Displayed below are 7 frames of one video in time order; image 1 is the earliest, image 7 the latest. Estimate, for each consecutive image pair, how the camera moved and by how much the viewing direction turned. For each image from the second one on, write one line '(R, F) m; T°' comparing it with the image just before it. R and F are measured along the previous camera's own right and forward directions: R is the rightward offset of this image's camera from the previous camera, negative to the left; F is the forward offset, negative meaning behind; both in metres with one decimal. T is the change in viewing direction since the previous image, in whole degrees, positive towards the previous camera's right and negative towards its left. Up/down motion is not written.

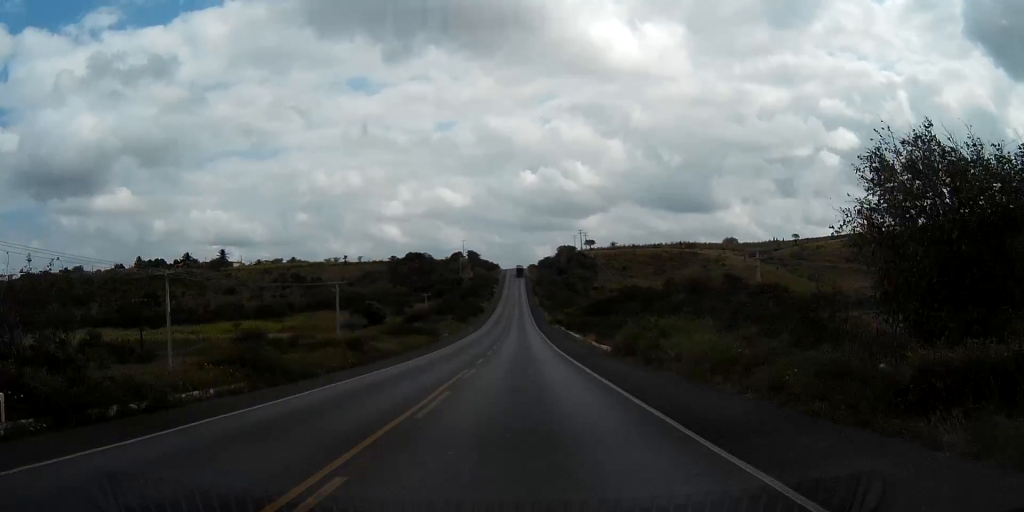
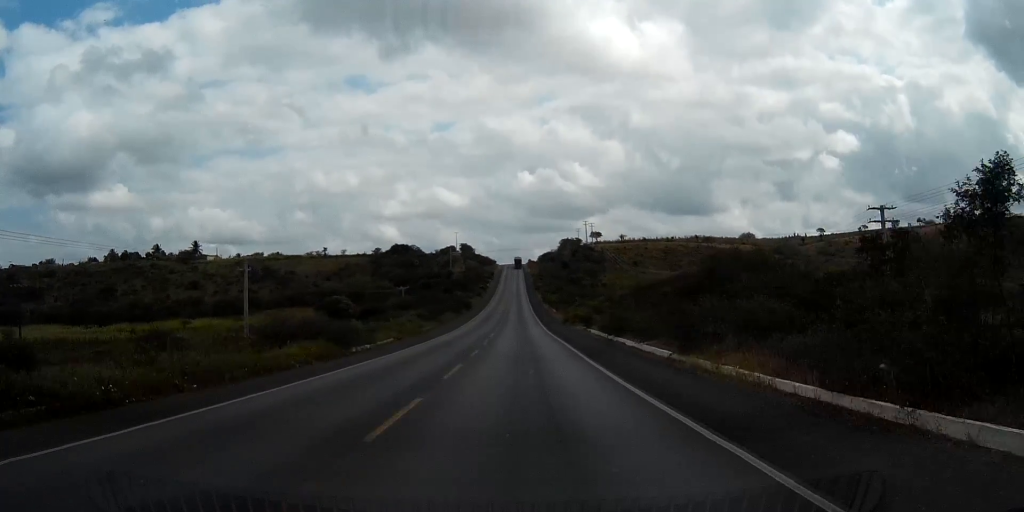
(0.0, +33.9) m; 0°
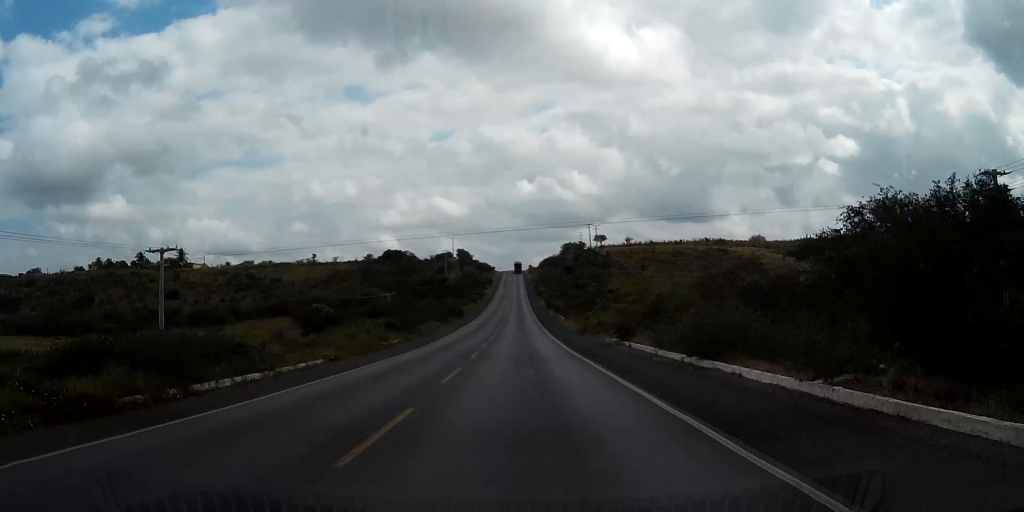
(0.0, +16.9) m; 0°
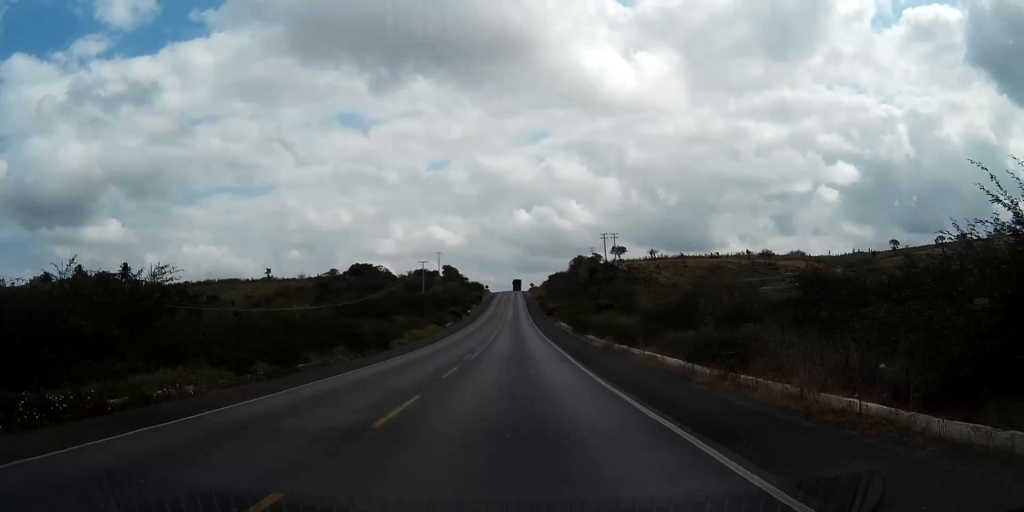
(+0.3, +54.7) m; 0°
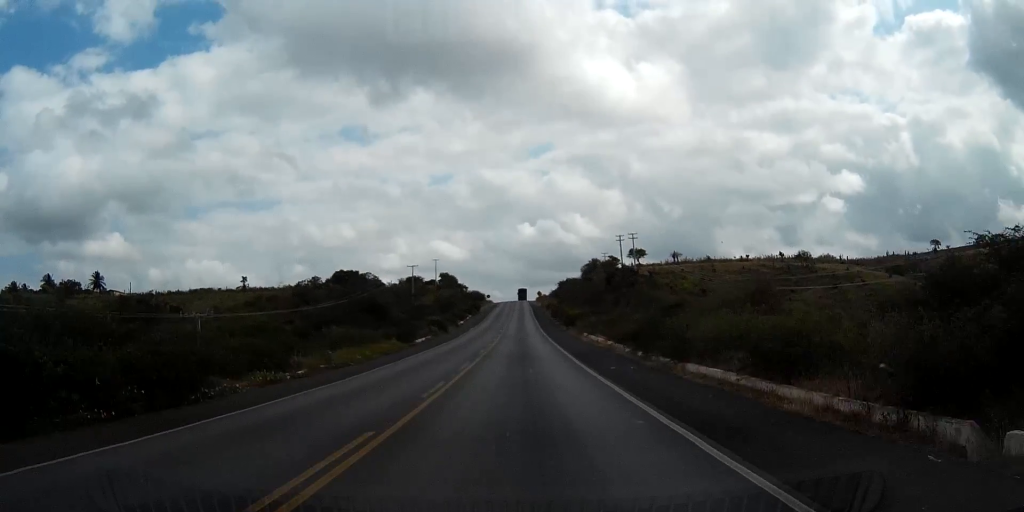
(-0.1, +26.8) m; 0°
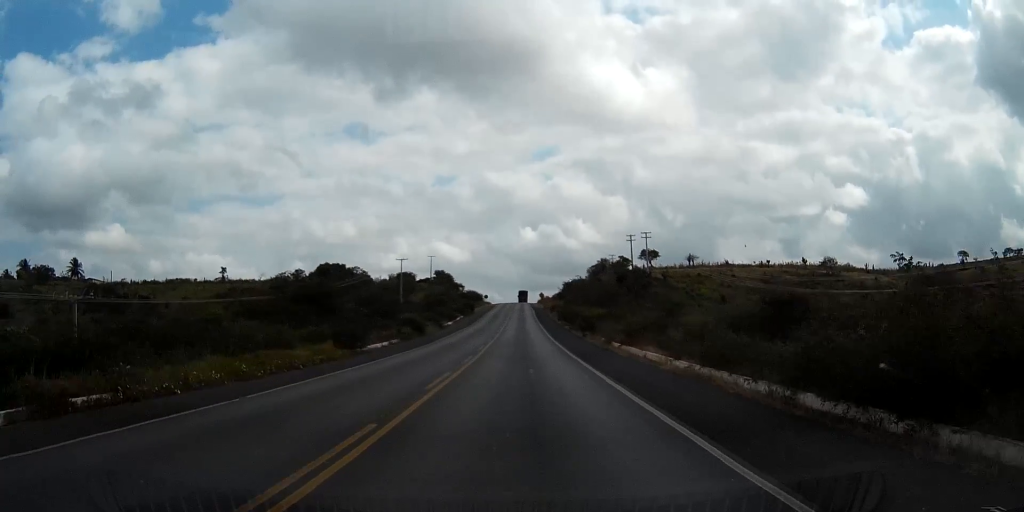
(0.0, +16.7) m; 0°
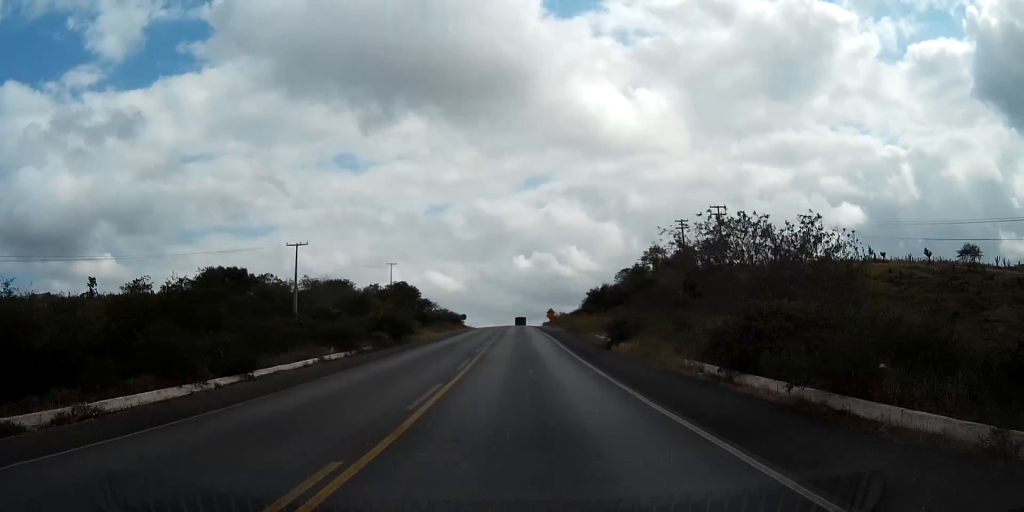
(+0.2, +65.9) m; +1°
